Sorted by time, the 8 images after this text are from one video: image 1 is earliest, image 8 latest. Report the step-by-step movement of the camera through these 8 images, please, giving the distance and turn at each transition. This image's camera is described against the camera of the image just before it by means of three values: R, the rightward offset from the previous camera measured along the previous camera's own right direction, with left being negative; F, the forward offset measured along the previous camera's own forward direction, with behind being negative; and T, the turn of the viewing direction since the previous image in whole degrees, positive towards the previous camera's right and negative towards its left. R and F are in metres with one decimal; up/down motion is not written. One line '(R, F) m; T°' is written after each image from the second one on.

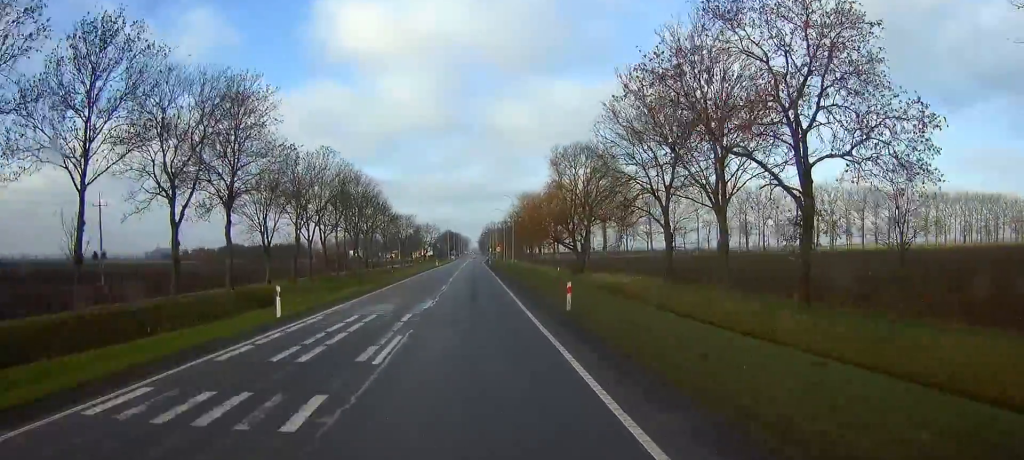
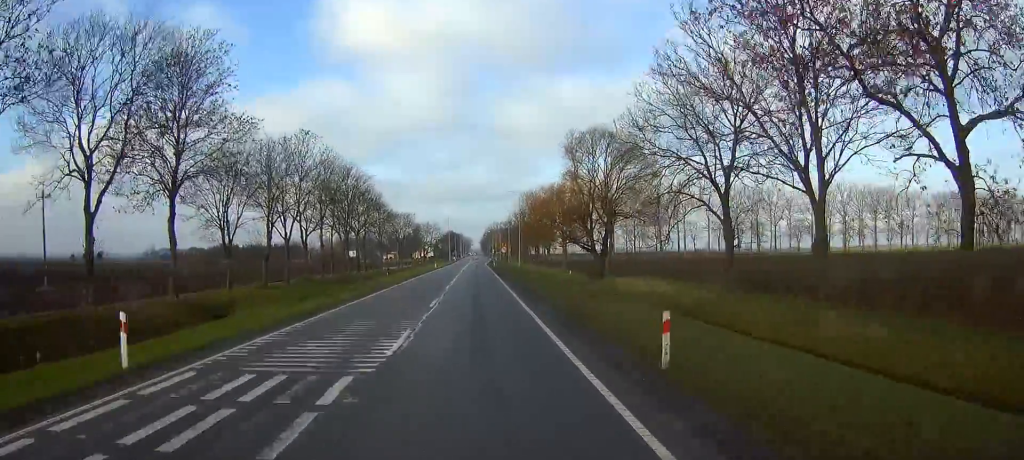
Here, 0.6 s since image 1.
(+0.1, +10.9) m; 0°
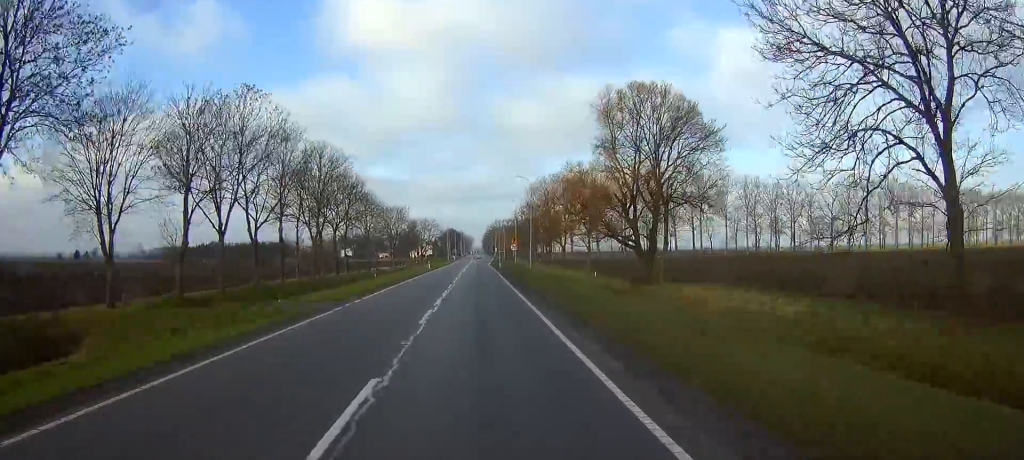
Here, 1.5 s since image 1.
(-0.2, +19.0) m; -1°
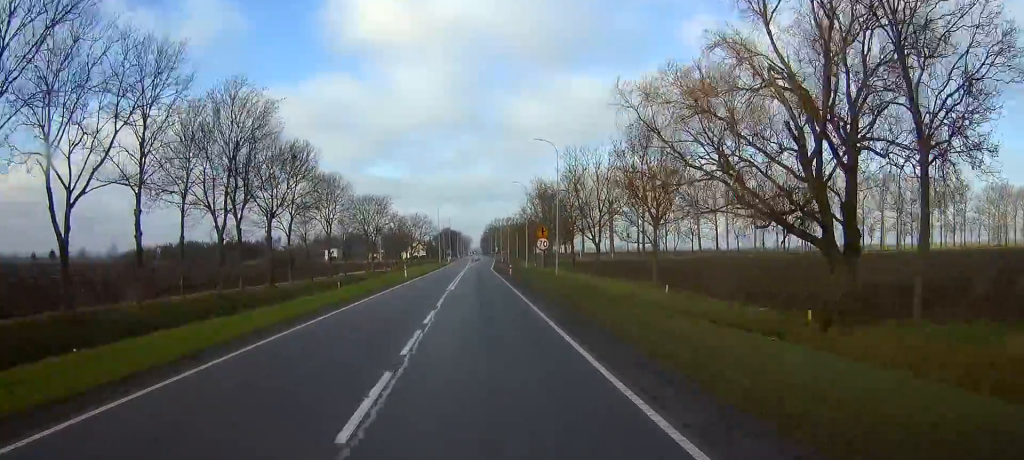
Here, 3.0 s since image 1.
(-0.1, +30.2) m; 0°
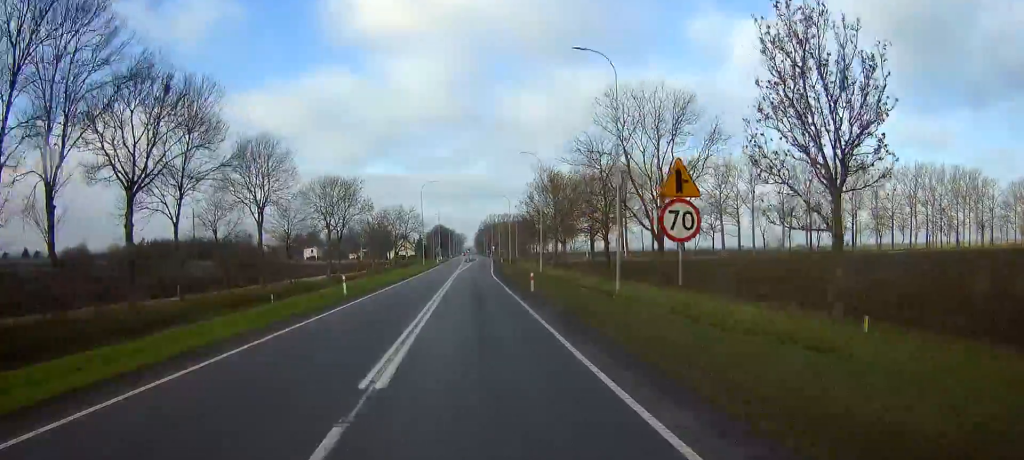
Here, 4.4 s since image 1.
(0.0, +27.1) m; 0°
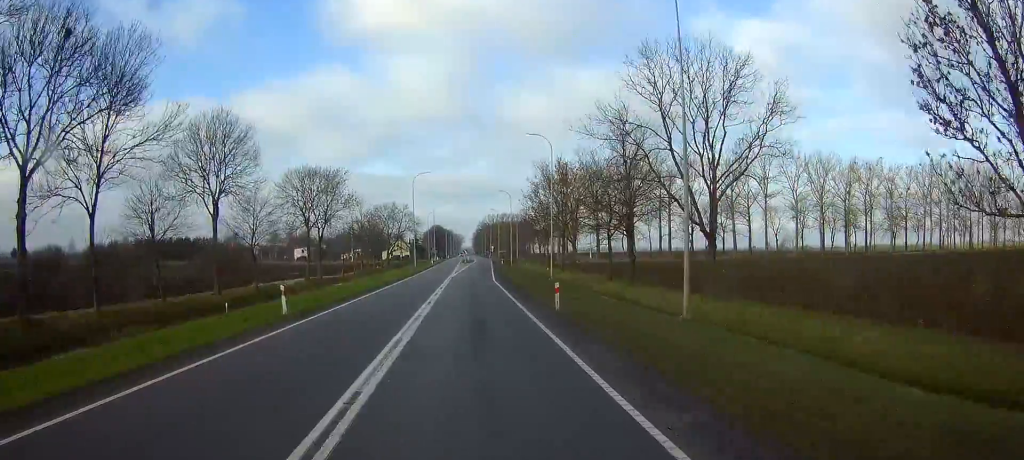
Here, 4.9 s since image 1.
(0.0, +10.9) m; 0°
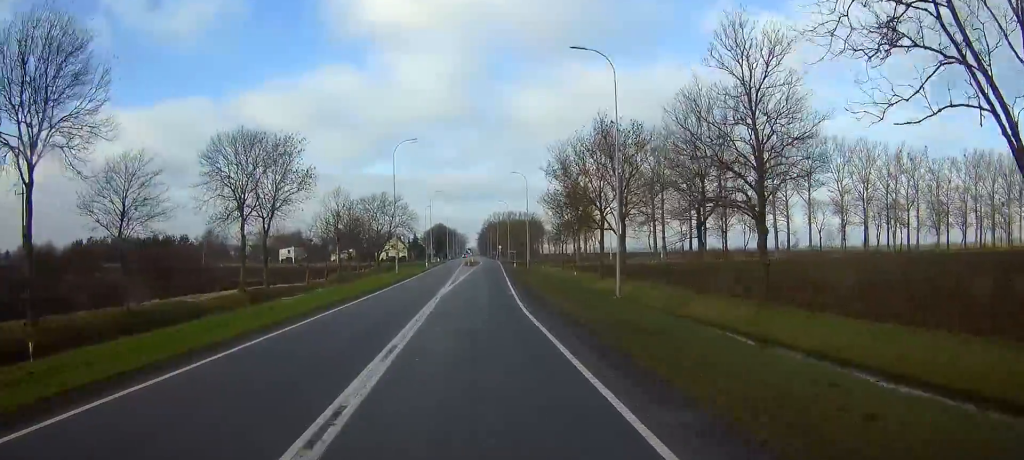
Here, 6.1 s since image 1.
(+0.1, +24.8) m; 0°
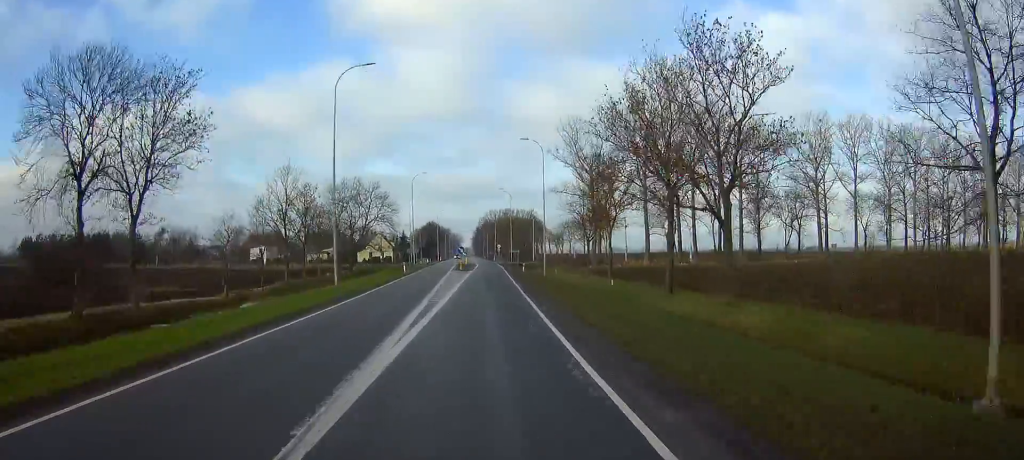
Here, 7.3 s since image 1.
(+0.1, +25.2) m; 0°
